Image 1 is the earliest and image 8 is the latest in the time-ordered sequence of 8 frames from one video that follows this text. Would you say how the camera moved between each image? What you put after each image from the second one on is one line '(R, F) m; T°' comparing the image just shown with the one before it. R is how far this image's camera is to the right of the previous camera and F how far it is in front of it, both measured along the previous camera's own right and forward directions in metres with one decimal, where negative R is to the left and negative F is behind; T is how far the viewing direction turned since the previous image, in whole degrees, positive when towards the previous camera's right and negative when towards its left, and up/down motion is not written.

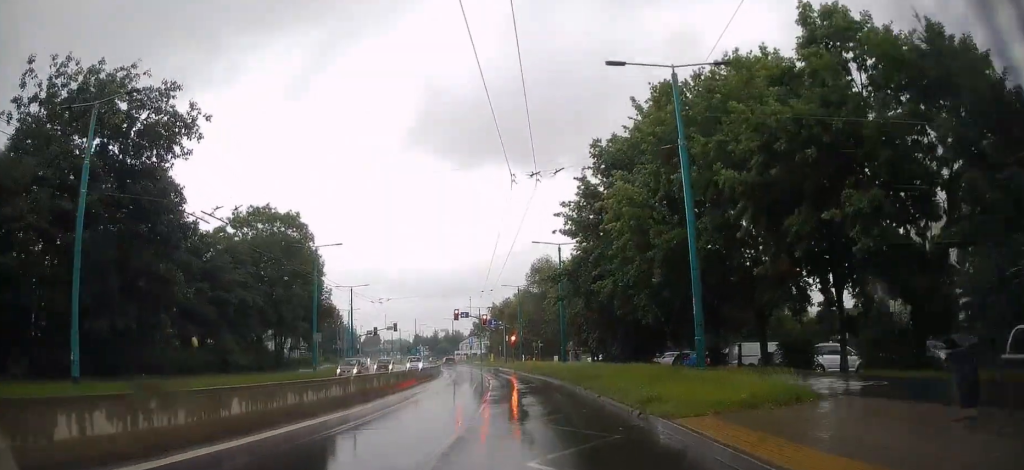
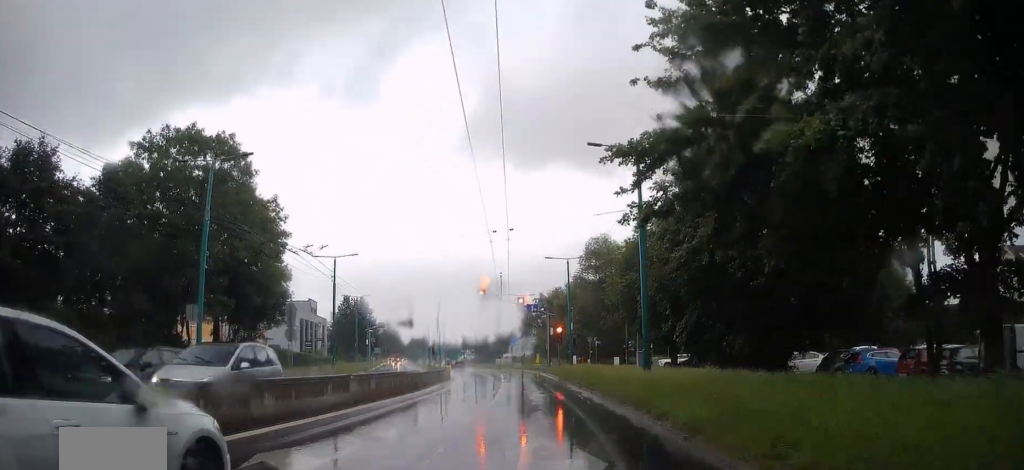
(-0.9, +19.8) m; -5°
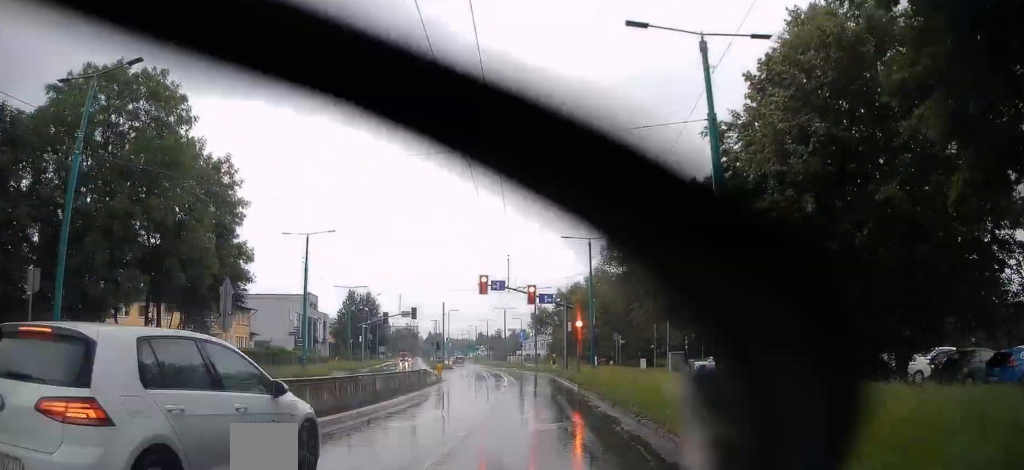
(-0.3, +8.4) m; -1°
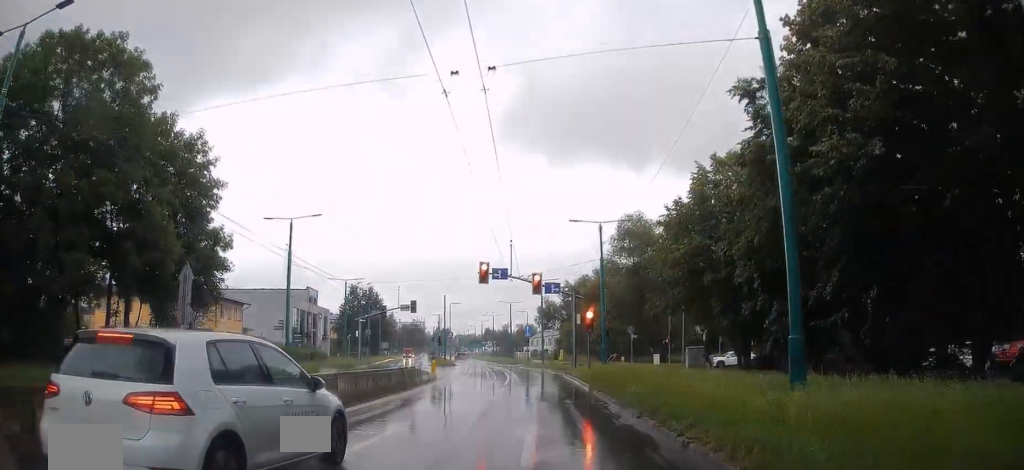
(0.0, +3.4) m; 0°
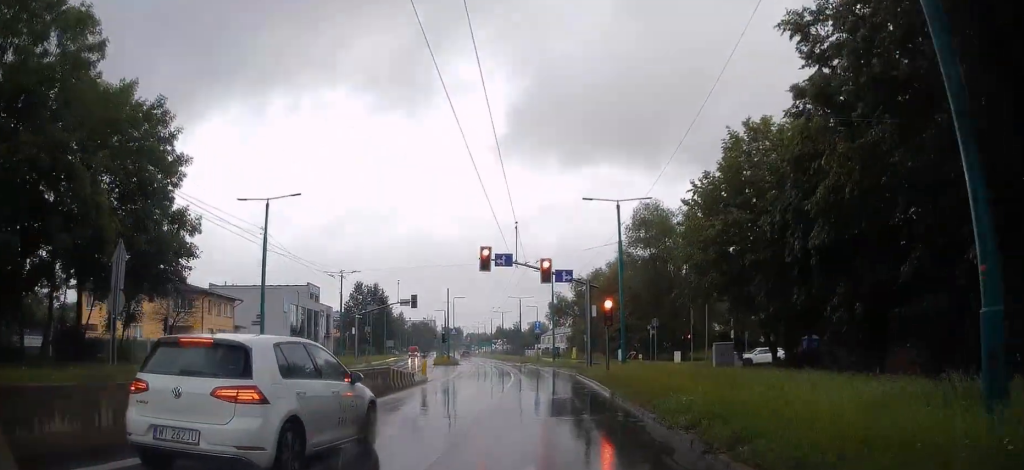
(+0.1, +4.4) m; 0°
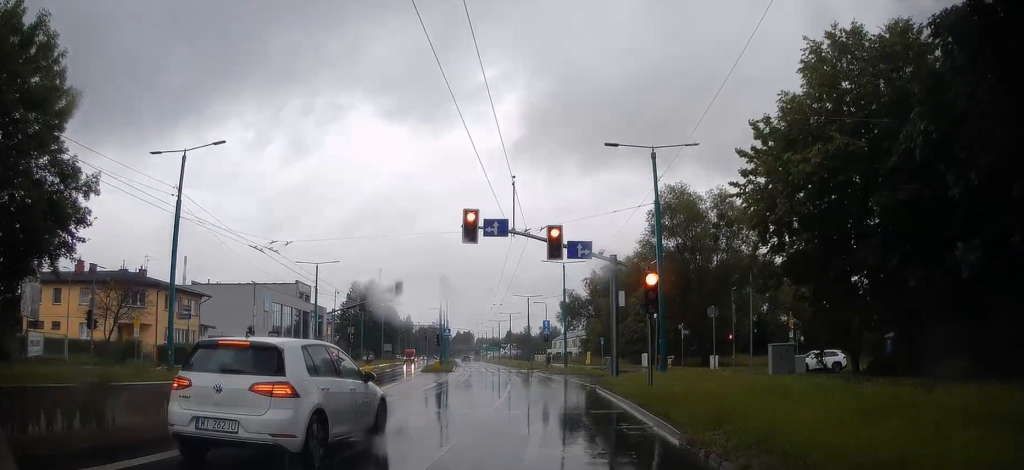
(-0.3, +7.1) m; -7°
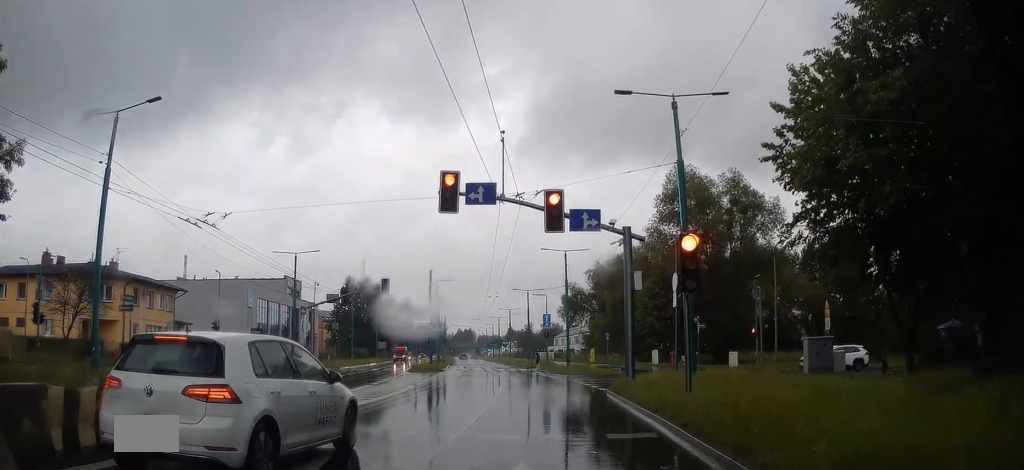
(-0.2, +3.0) m; -4°
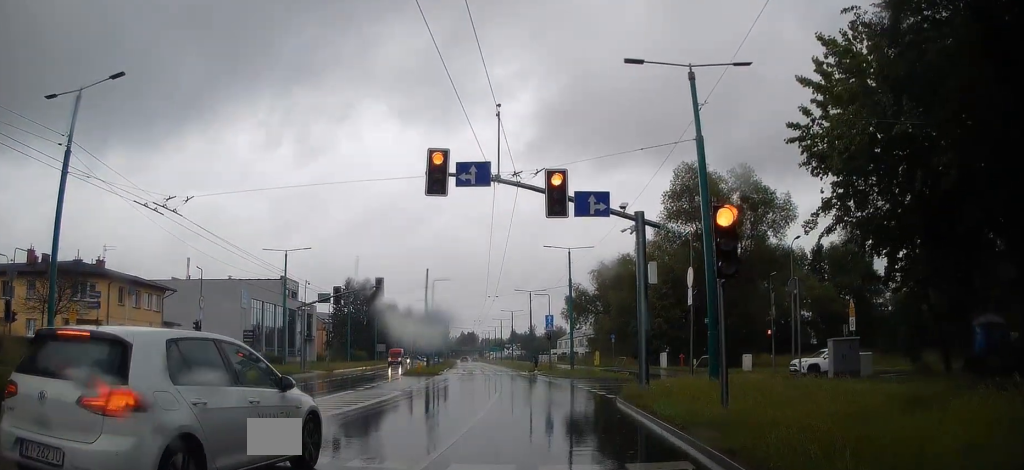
(0.0, +1.4) m; 0°
